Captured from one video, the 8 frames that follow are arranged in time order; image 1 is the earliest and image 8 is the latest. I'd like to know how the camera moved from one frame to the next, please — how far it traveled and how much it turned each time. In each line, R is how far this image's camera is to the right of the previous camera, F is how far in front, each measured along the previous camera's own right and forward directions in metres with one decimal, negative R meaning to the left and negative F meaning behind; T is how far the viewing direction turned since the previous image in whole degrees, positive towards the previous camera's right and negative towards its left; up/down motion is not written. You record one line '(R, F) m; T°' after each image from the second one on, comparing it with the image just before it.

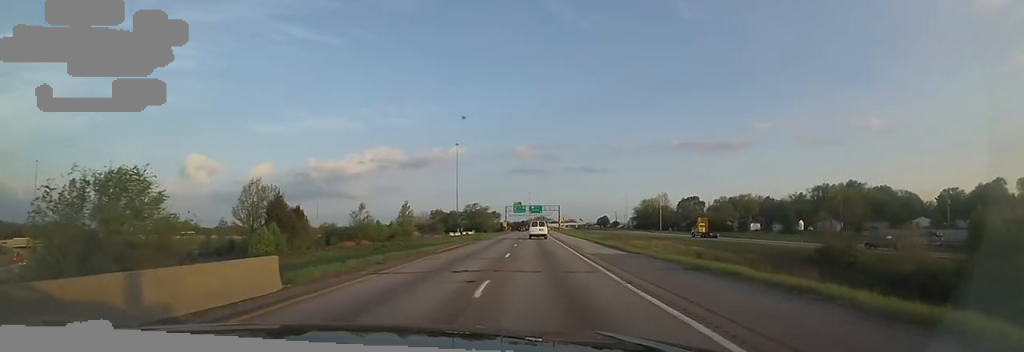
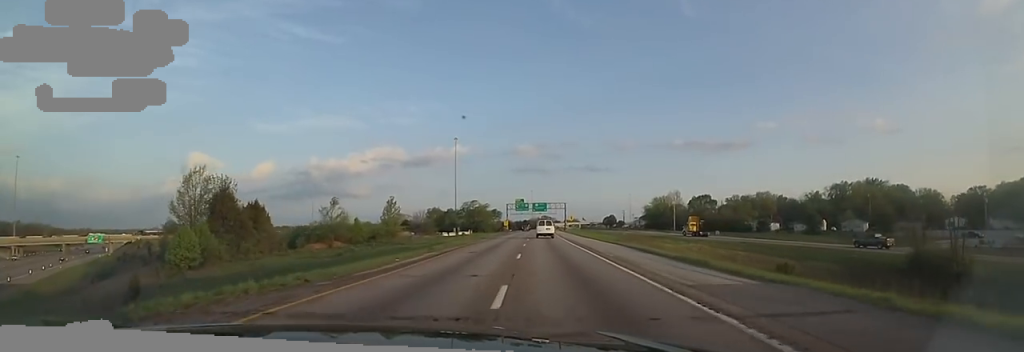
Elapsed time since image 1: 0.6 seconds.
(-0.1, +14.5) m; 0°
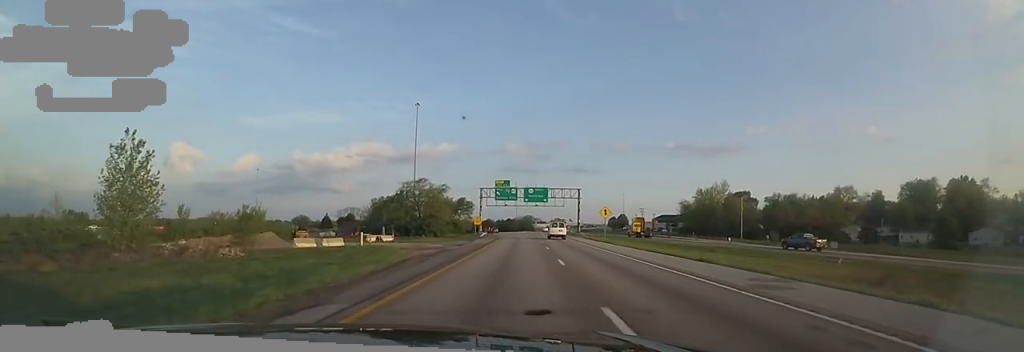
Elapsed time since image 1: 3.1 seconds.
(+1.1, +64.5) m; +1°
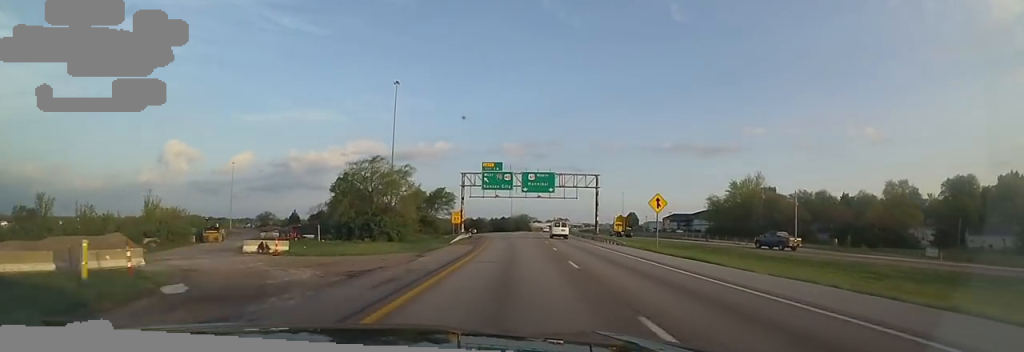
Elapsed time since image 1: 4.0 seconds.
(-0.5, +25.2) m; +1°
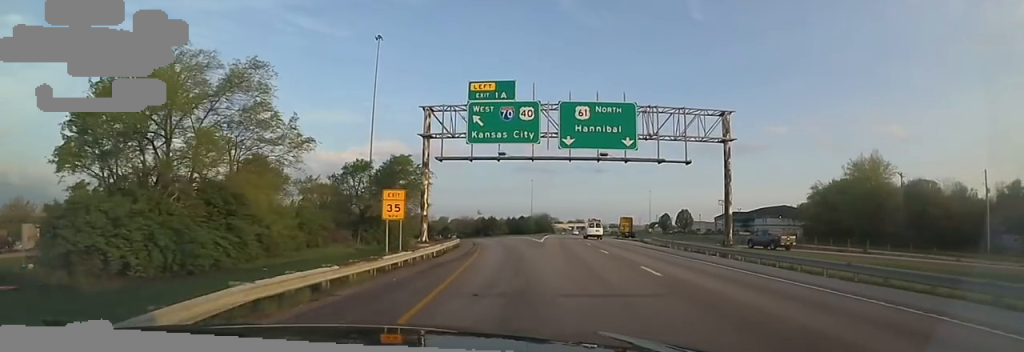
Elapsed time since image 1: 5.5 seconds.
(+0.9, +39.0) m; -1°
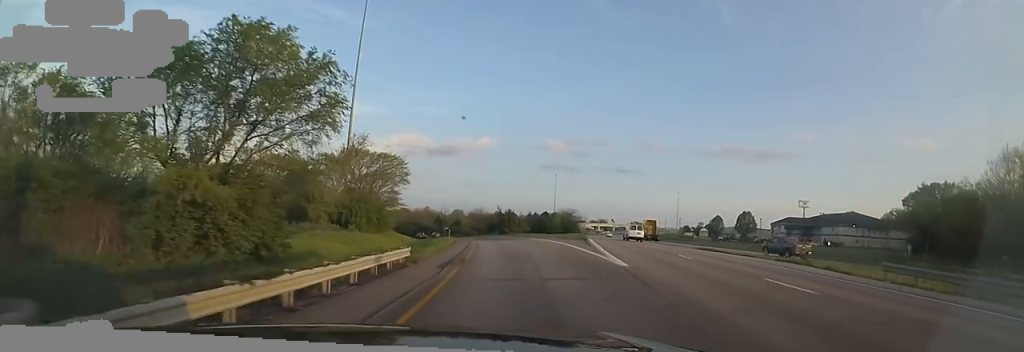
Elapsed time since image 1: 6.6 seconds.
(-1.4, +28.0) m; -4°
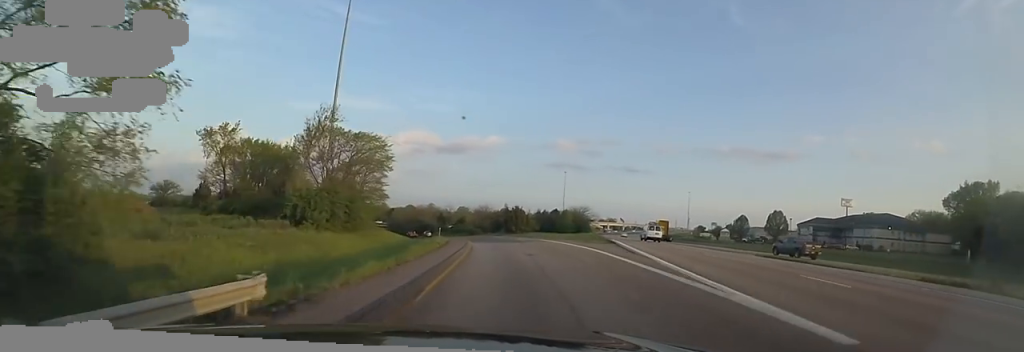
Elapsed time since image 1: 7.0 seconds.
(-0.2, +11.3) m; -1°
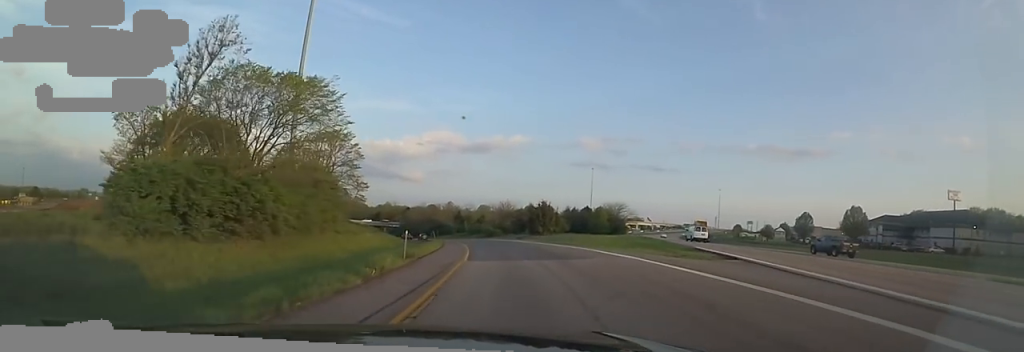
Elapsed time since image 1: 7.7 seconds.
(-0.1, +18.9) m; -3°
